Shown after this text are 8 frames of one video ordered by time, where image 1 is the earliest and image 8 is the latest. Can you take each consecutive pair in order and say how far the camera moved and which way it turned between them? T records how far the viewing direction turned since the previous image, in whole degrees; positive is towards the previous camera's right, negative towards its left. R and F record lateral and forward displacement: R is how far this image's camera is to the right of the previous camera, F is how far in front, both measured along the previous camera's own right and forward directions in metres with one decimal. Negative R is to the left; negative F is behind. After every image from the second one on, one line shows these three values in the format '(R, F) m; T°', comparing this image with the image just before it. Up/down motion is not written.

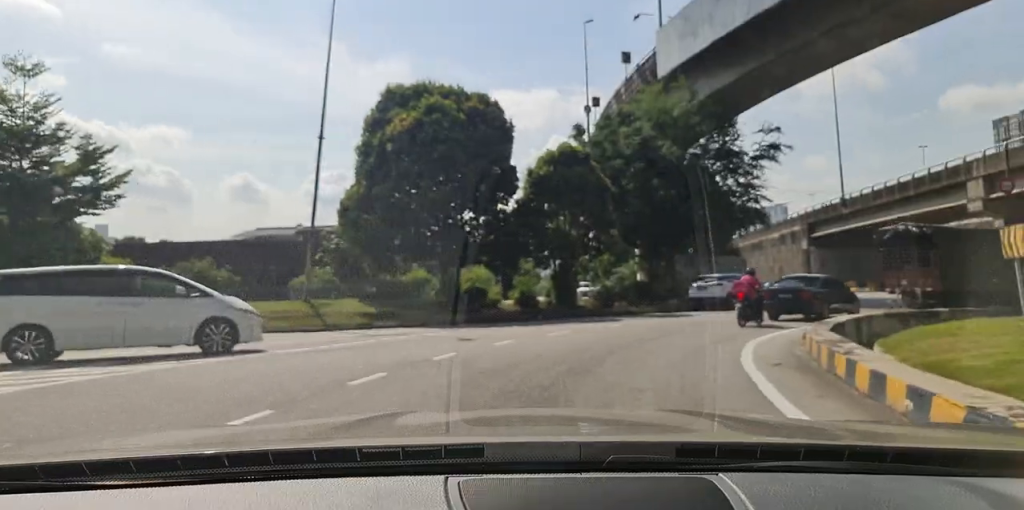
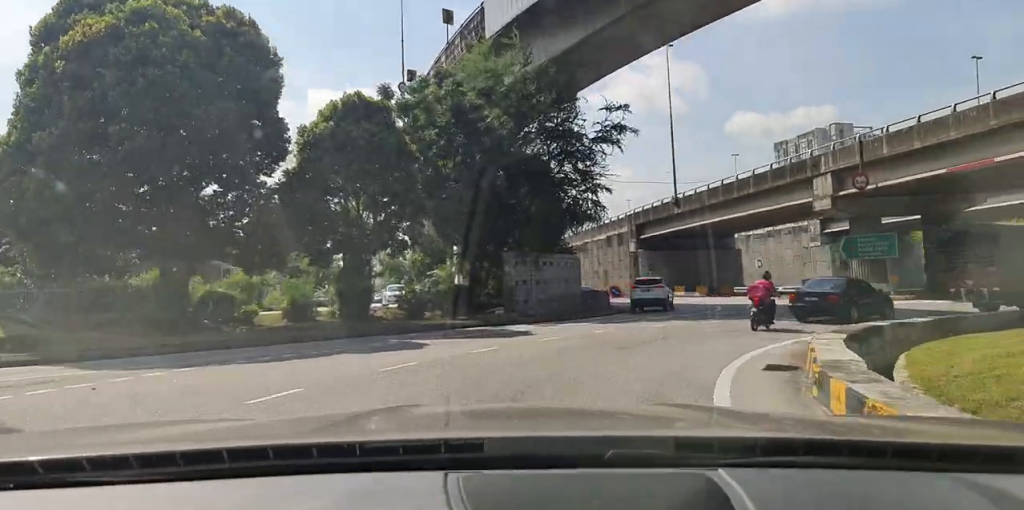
(+0.7, +9.5) m; +10°
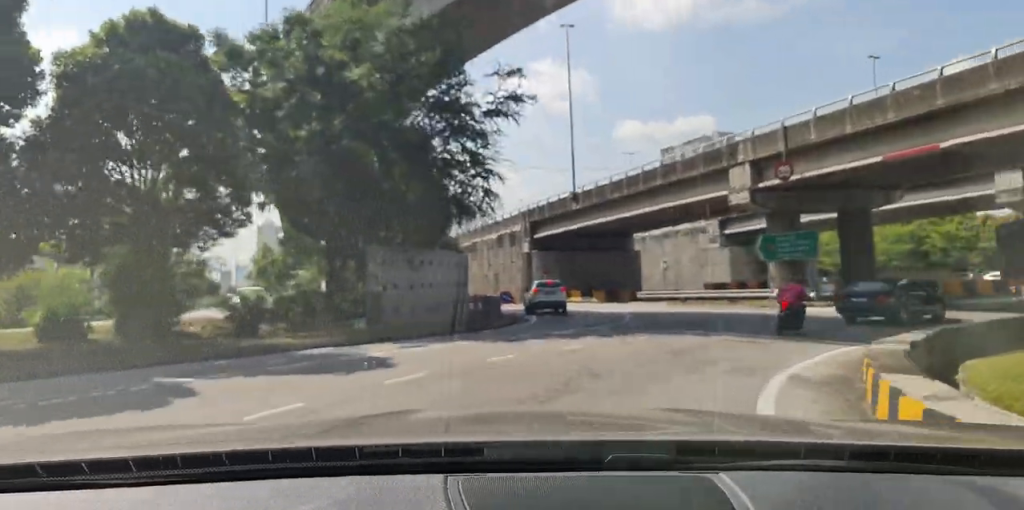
(+0.3, +5.3) m; +5°
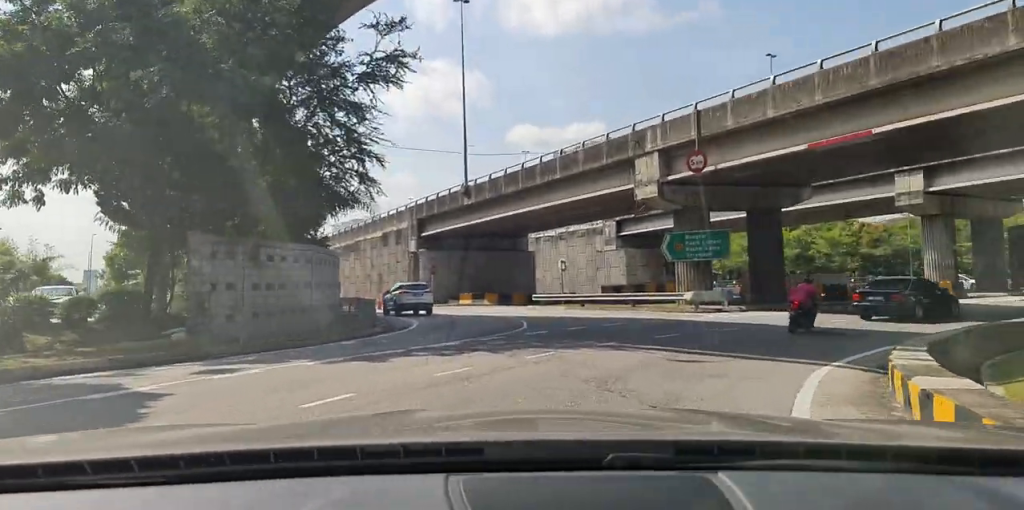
(+0.2, +4.1) m; +3°
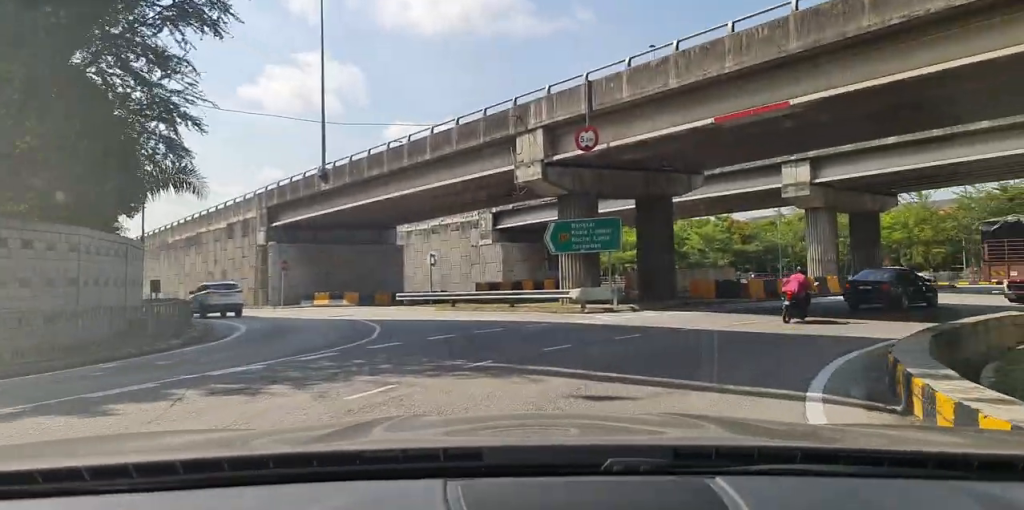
(0.0, +3.3) m; 0°
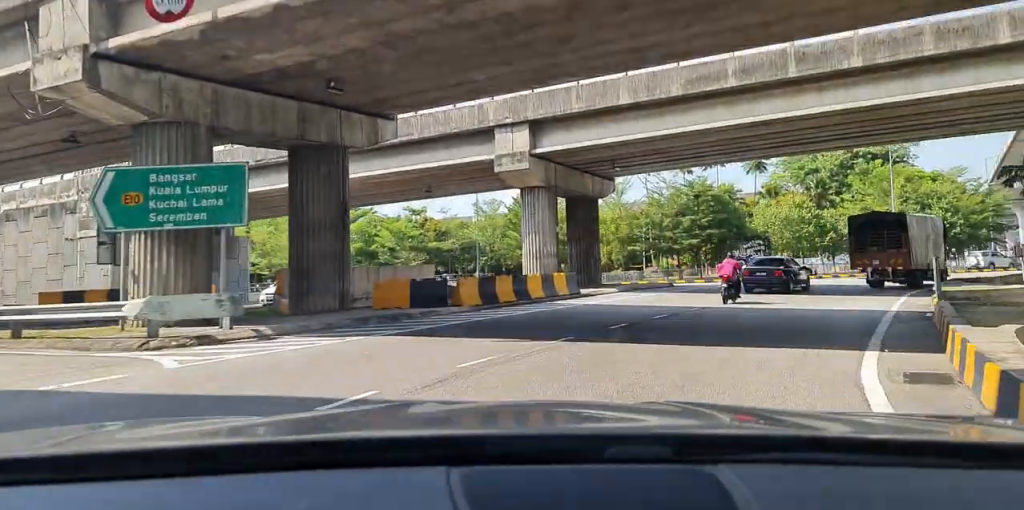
(0.0, +4.9) m; +2°
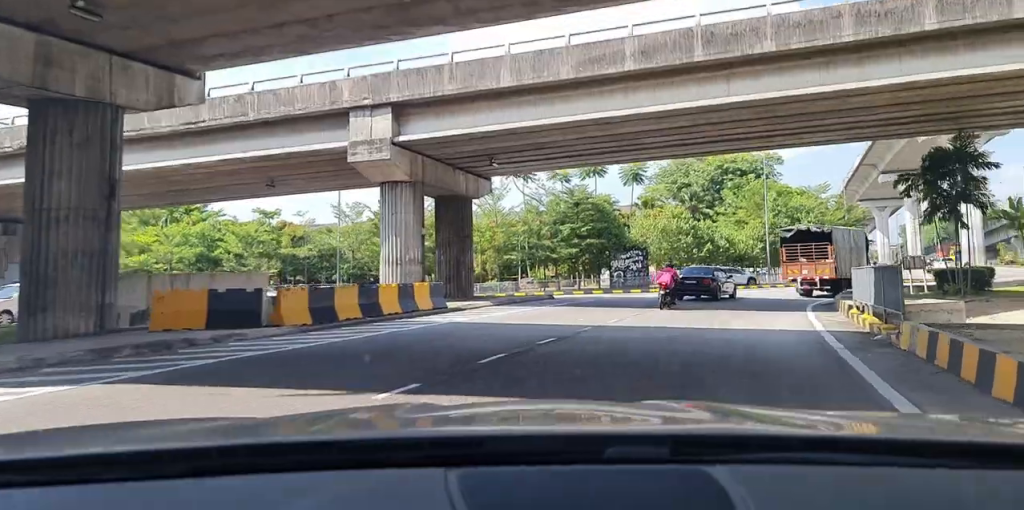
(0.0, +1.0) m; +5°
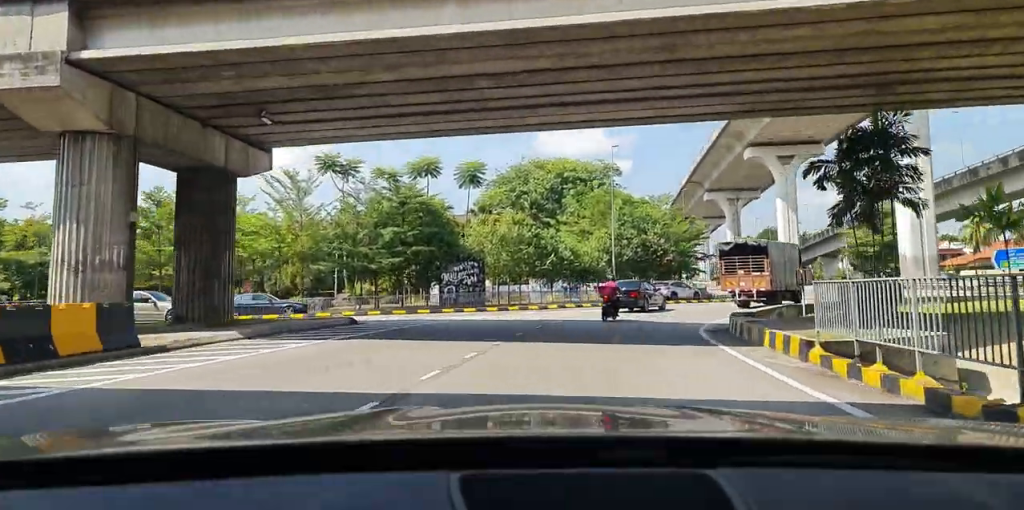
(+0.1, +1.6) m; +6°
